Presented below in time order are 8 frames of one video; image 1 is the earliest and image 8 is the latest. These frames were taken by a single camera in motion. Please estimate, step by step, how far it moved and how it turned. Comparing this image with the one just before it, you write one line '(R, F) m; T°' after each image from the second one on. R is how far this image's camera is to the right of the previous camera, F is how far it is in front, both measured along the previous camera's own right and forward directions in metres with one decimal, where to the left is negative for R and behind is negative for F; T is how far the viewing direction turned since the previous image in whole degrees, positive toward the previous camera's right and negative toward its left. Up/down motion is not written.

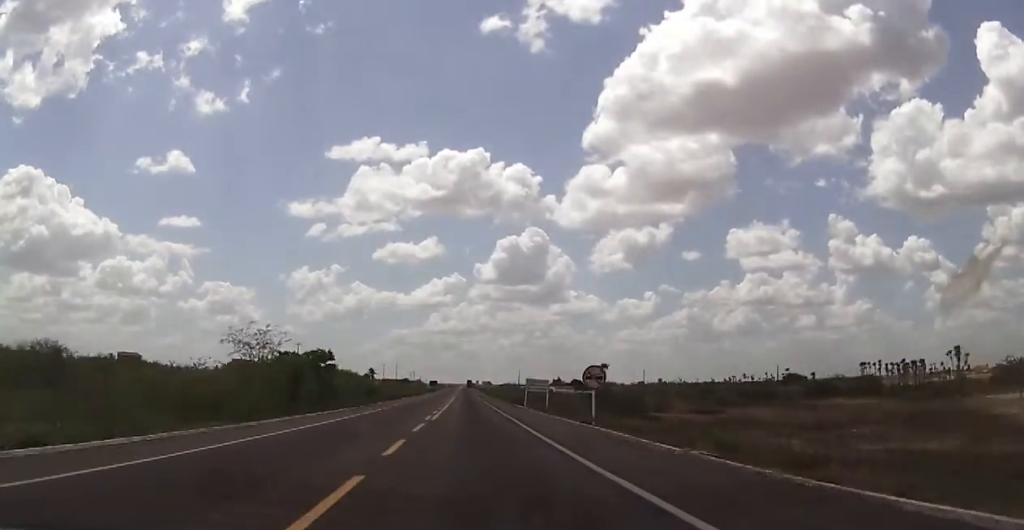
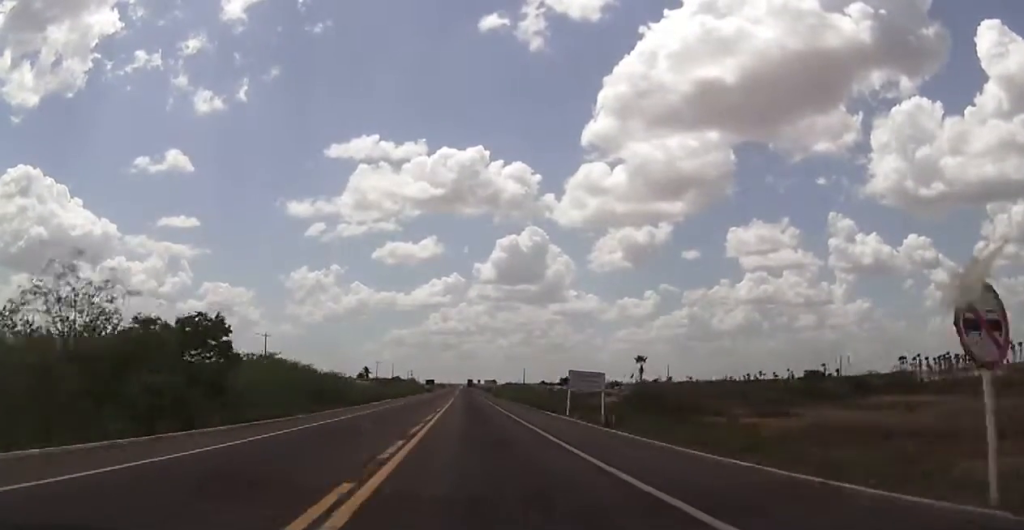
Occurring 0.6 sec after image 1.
(-0.2, +22.8) m; 0°
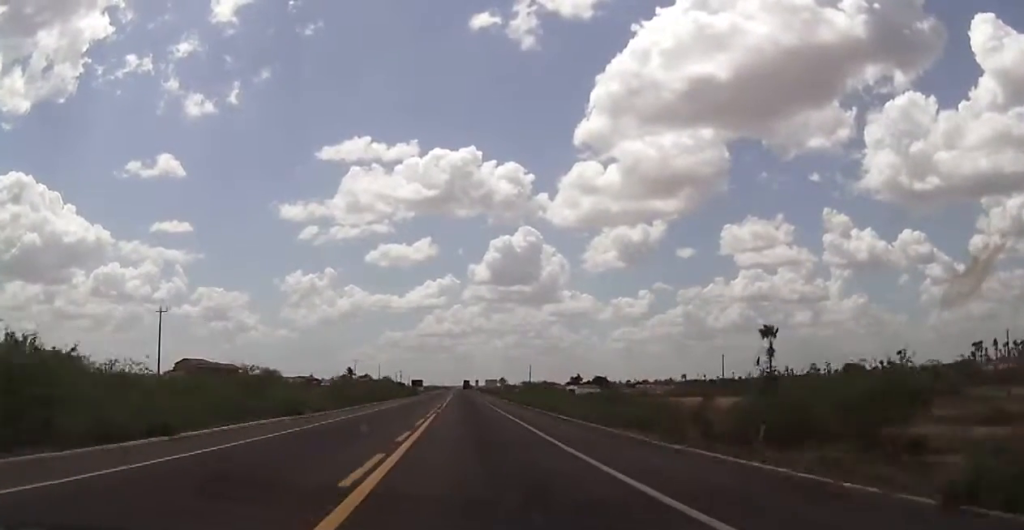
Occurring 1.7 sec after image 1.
(0.0, +39.7) m; 0°
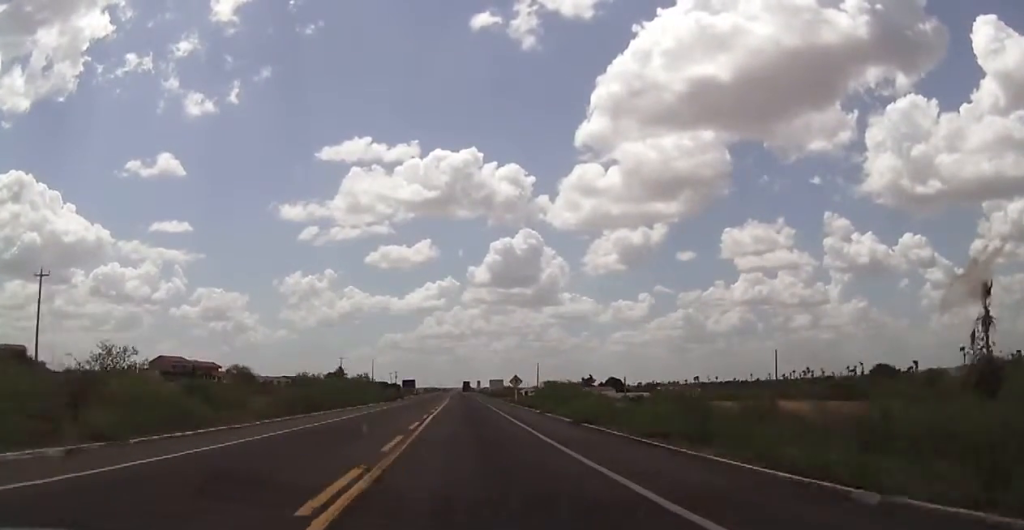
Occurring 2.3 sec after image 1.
(0.0, +24.1) m; 0°
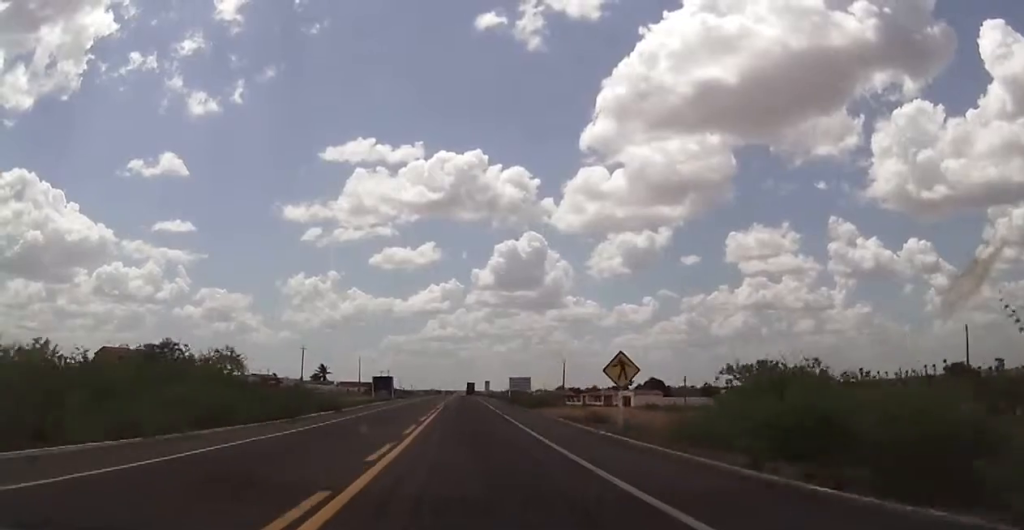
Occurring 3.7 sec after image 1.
(-0.2, +47.3) m; 0°
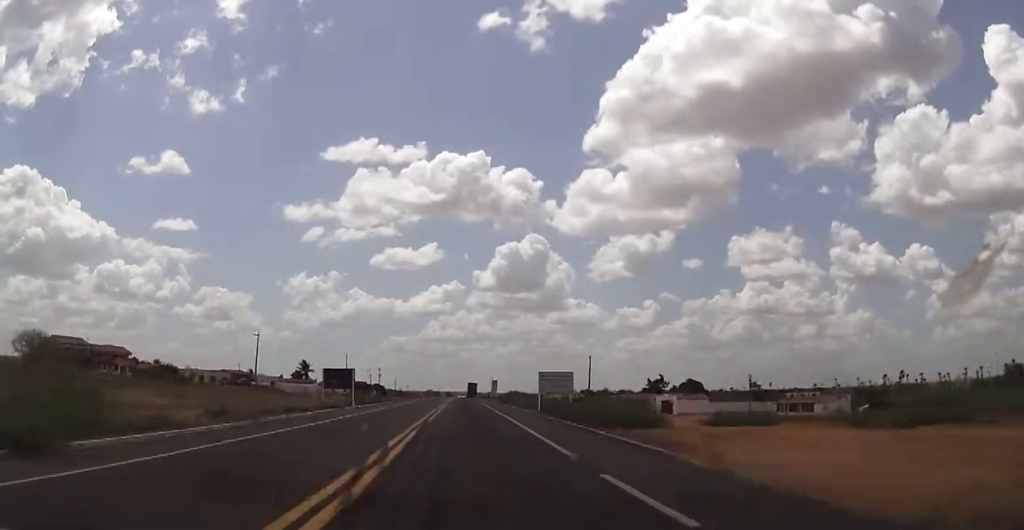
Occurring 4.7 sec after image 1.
(+0.2, +31.5) m; +1°
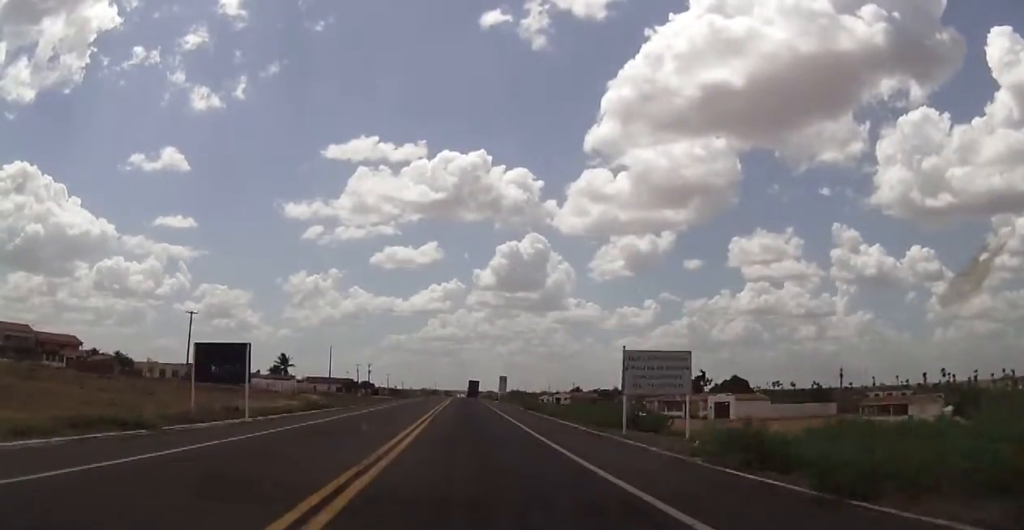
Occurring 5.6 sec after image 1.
(+0.3, +27.7) m; 0°
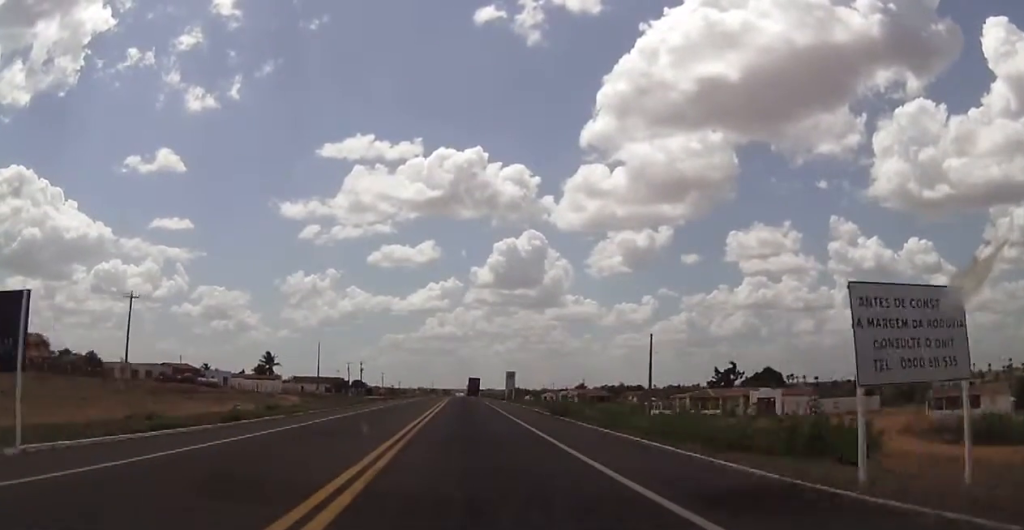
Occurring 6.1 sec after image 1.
(0.0, +15.7) m; -1°
